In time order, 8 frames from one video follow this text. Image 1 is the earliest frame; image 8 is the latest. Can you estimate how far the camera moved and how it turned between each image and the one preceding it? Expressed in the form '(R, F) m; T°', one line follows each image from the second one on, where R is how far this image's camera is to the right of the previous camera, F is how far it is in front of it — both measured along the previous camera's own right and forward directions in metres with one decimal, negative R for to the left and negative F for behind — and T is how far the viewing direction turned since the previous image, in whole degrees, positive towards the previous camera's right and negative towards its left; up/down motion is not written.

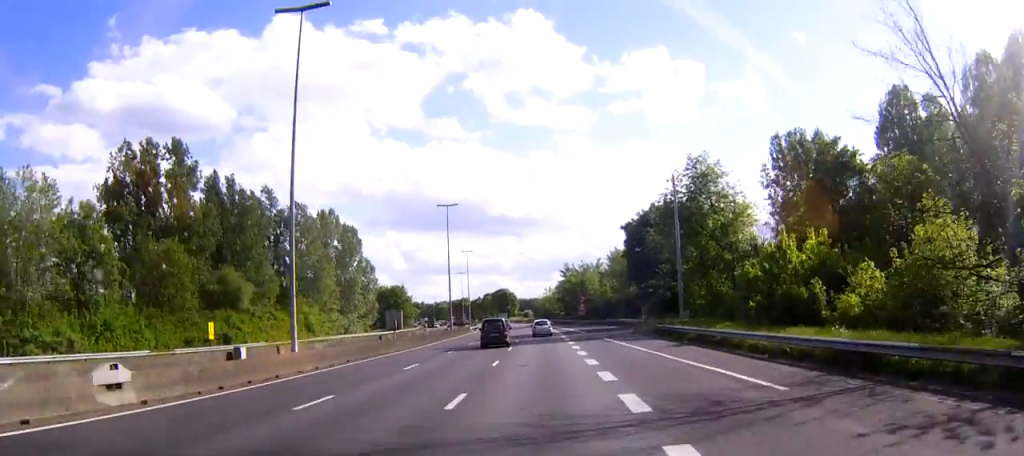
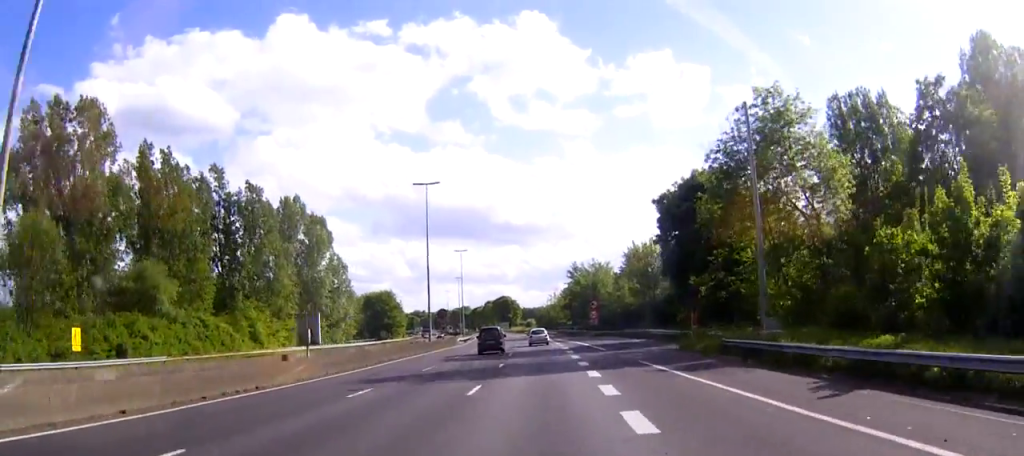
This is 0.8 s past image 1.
(-0.1, +21.2) m; 0°
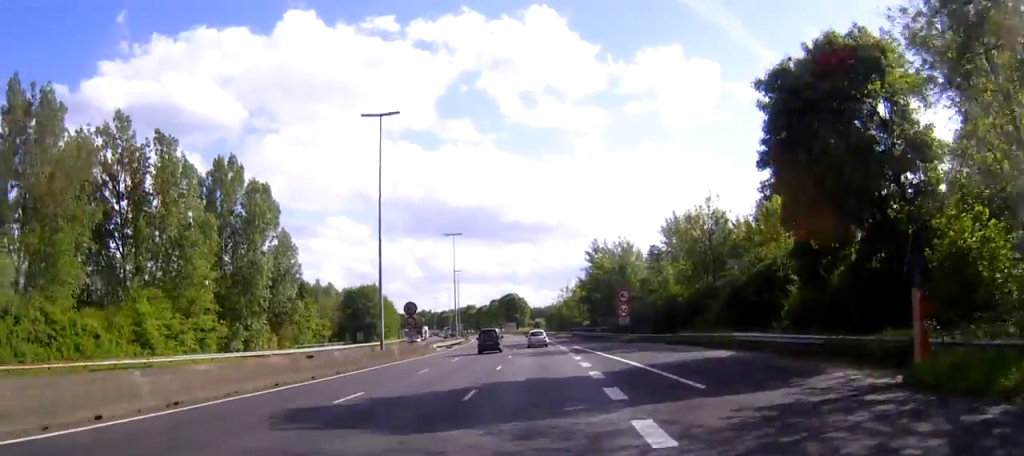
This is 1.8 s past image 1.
(-0.1, +27.6) m; -1°
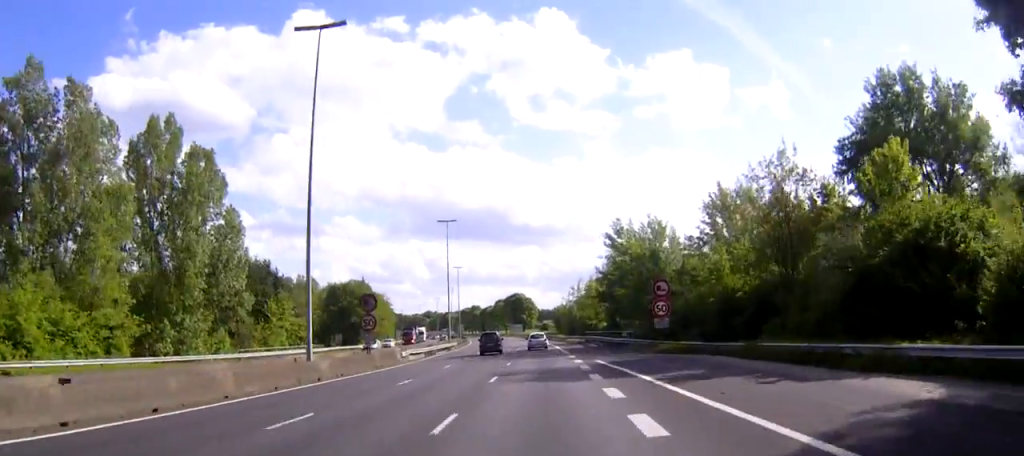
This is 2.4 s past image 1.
(-0.1, +18.4) m; -1°
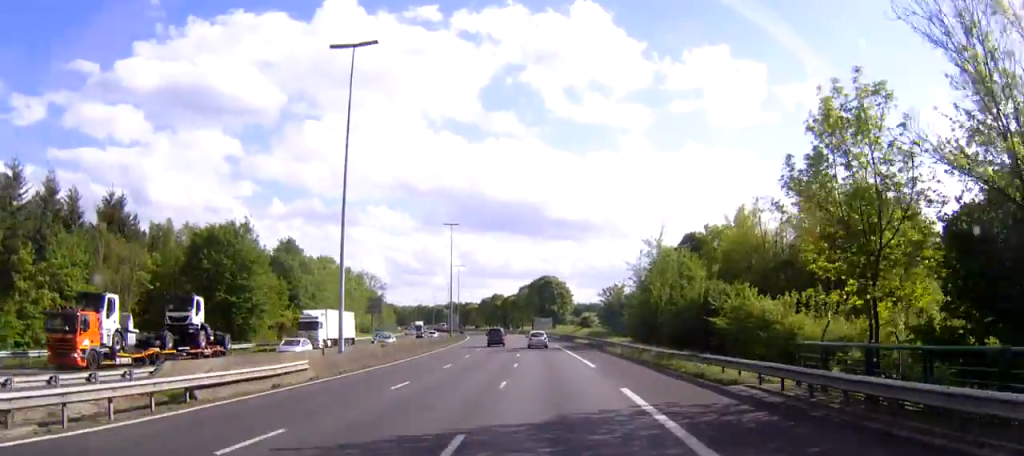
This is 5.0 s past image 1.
(-1.3, +69.1) m; -2°
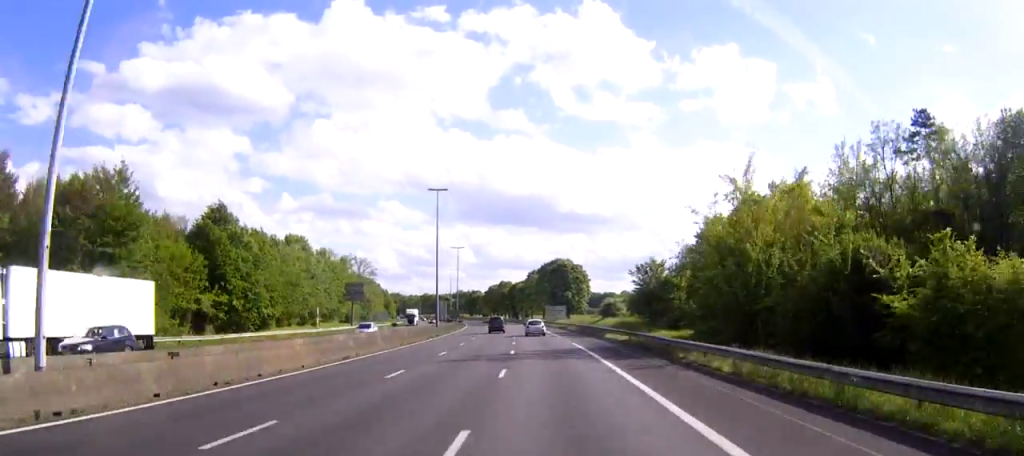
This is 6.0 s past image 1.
(-0.3, +27.1) m; -1°
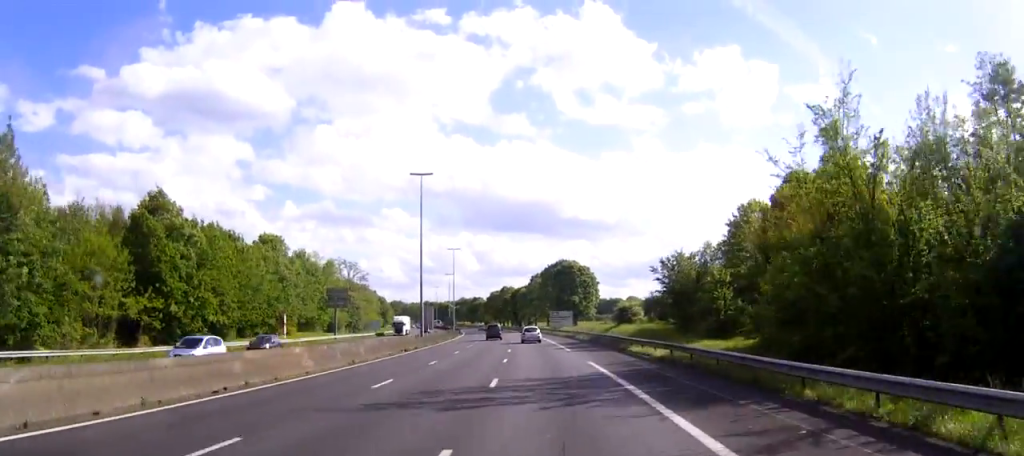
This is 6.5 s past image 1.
(-0.1, +14.4) m; 0°
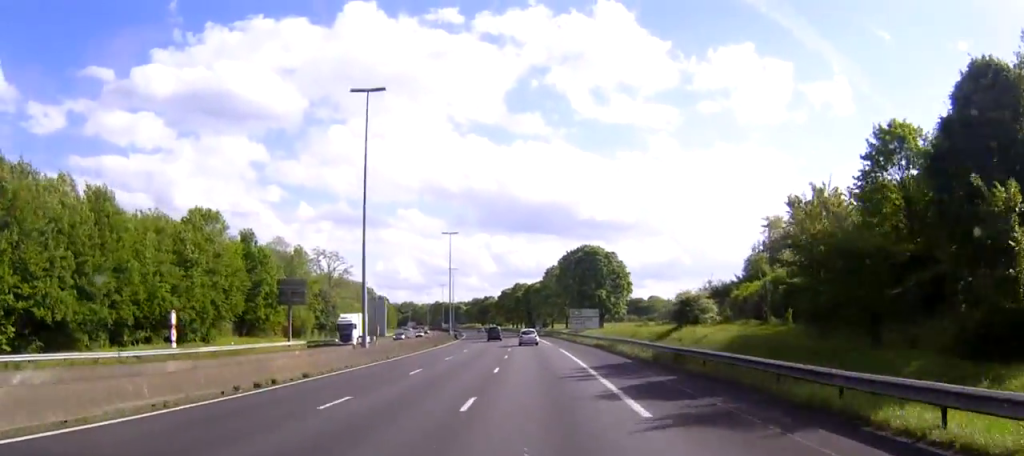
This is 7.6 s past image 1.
(-0.2, +30.7) m; -1°
